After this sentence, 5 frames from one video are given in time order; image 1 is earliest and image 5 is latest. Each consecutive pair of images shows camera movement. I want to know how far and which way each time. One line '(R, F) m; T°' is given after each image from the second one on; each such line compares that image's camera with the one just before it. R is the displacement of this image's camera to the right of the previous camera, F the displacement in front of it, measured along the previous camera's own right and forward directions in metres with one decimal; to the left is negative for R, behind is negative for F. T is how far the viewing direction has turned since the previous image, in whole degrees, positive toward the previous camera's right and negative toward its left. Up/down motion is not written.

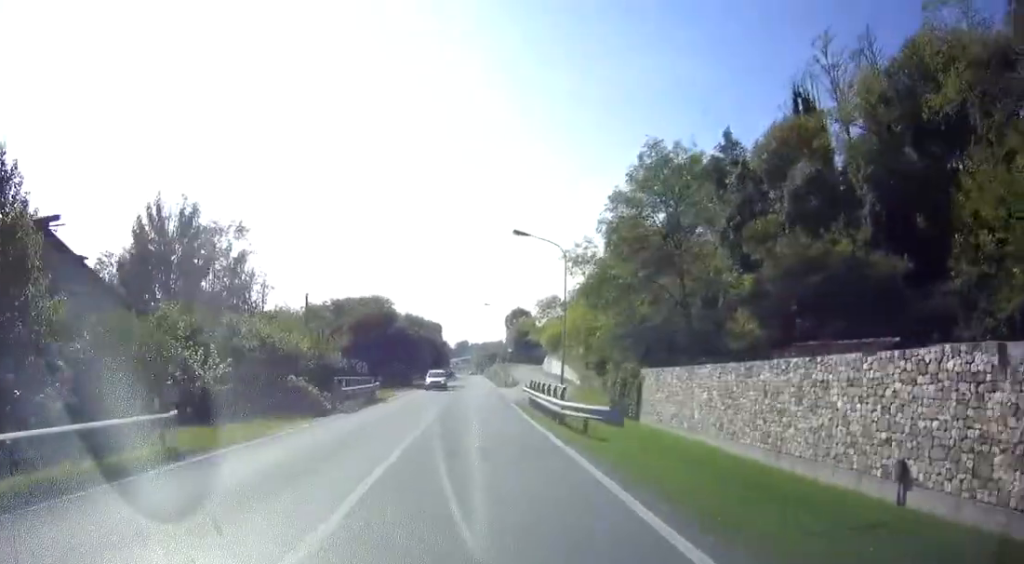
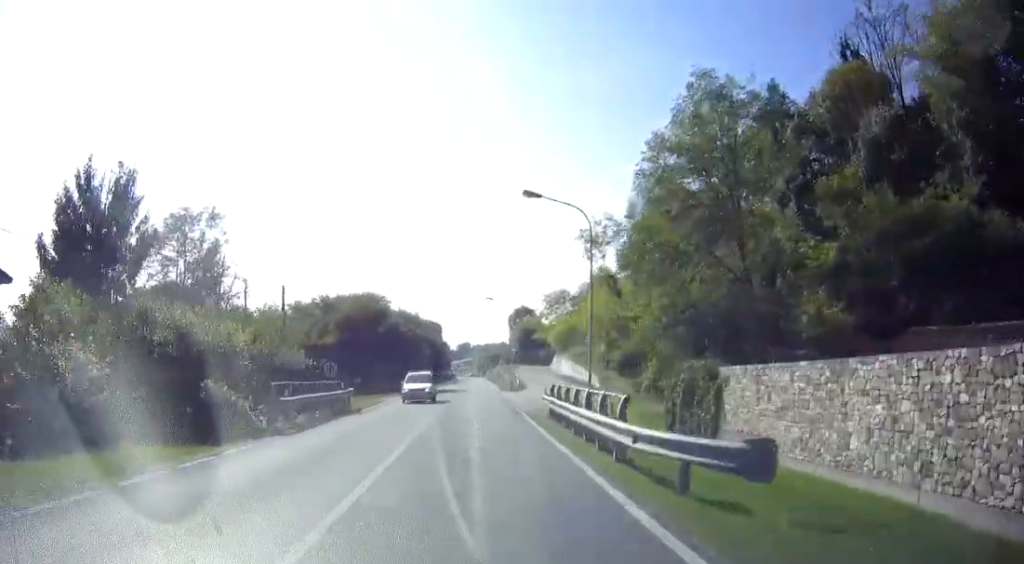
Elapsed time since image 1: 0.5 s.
(-0.1, +7.6) m; 0°
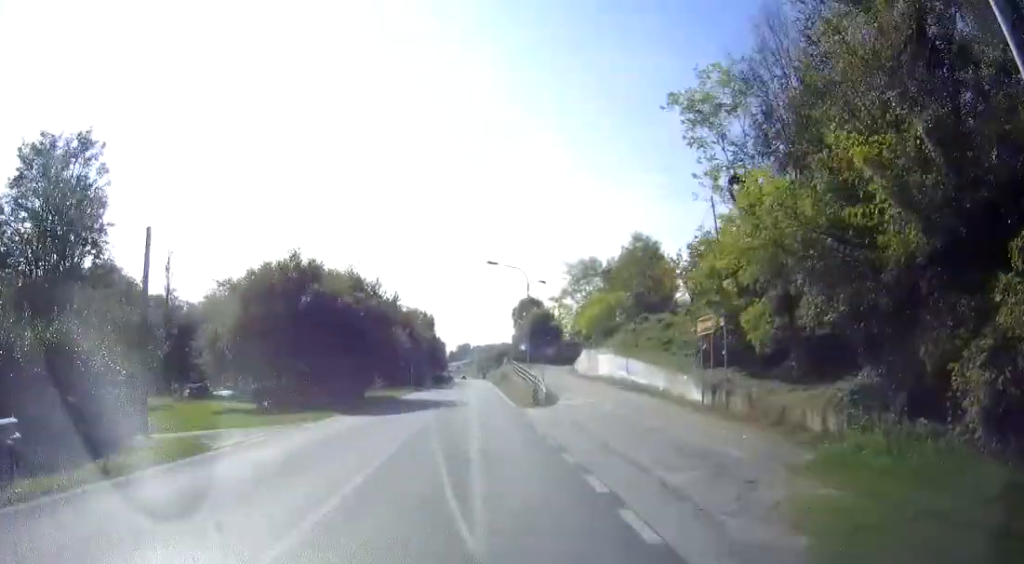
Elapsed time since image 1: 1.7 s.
(-0.2, +20.4) m; -1°
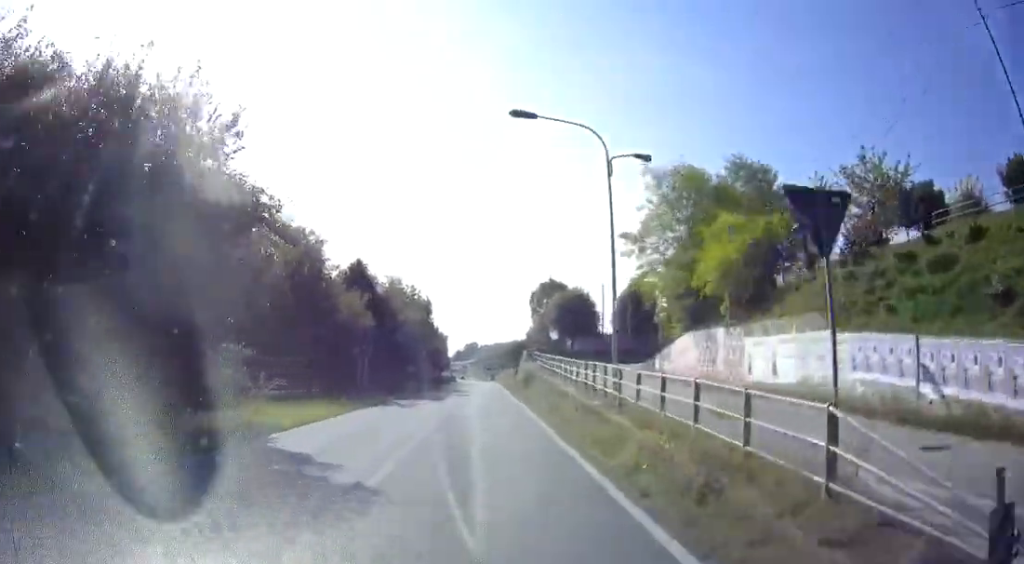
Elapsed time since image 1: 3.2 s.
(+0.1, +24.4) m; +7°
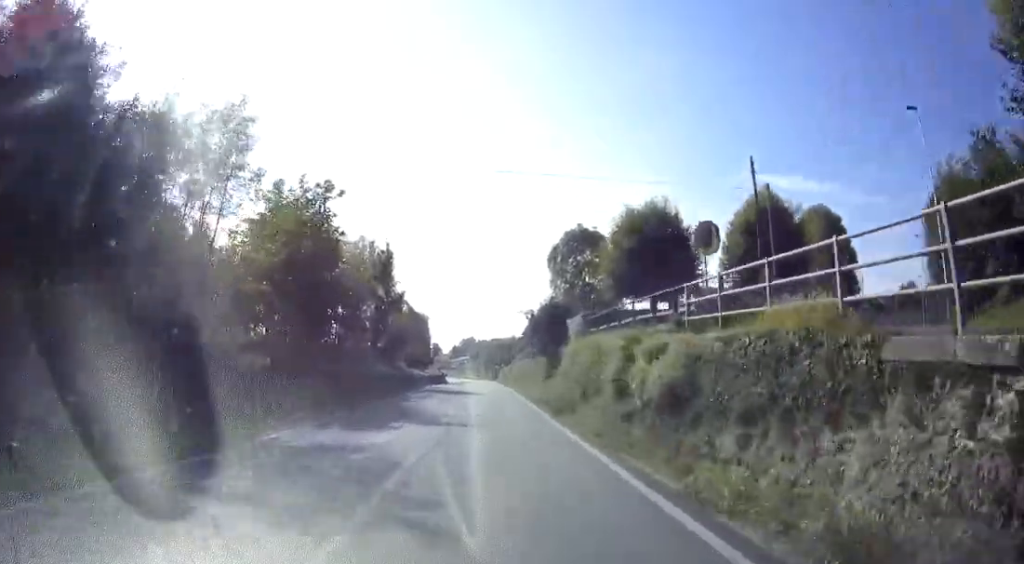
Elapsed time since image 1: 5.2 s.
(-4.2, +34.0) m; -15°
